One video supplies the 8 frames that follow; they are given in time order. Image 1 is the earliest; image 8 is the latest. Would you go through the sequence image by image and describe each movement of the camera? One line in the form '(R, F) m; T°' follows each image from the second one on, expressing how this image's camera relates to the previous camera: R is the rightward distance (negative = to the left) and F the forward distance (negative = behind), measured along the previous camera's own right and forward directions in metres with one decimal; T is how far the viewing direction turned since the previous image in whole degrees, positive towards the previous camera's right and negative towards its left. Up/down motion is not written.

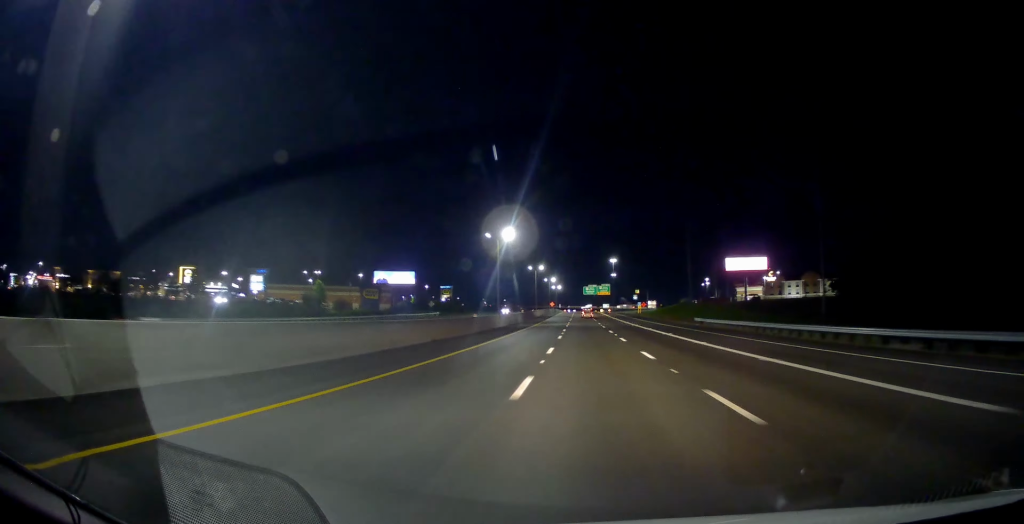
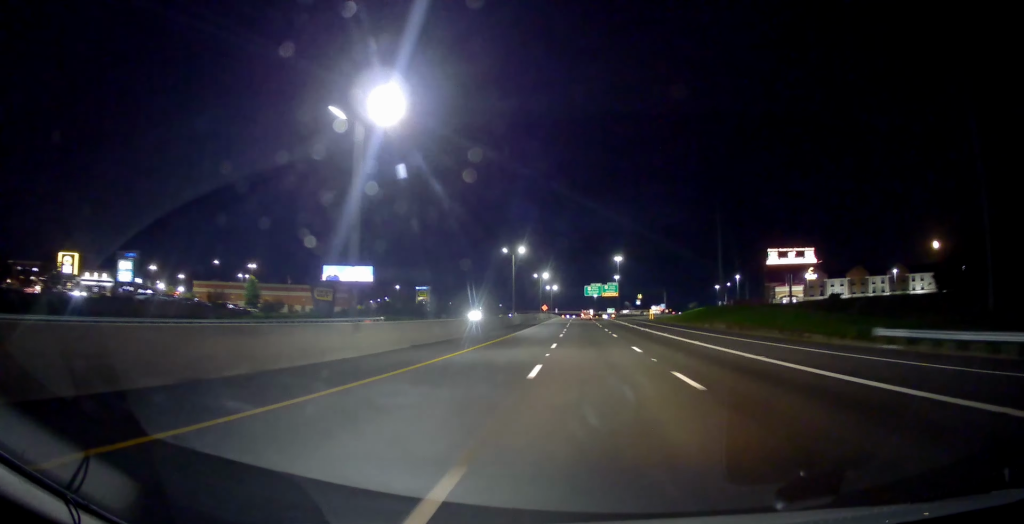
(+0.4, +44.7) m; 0°
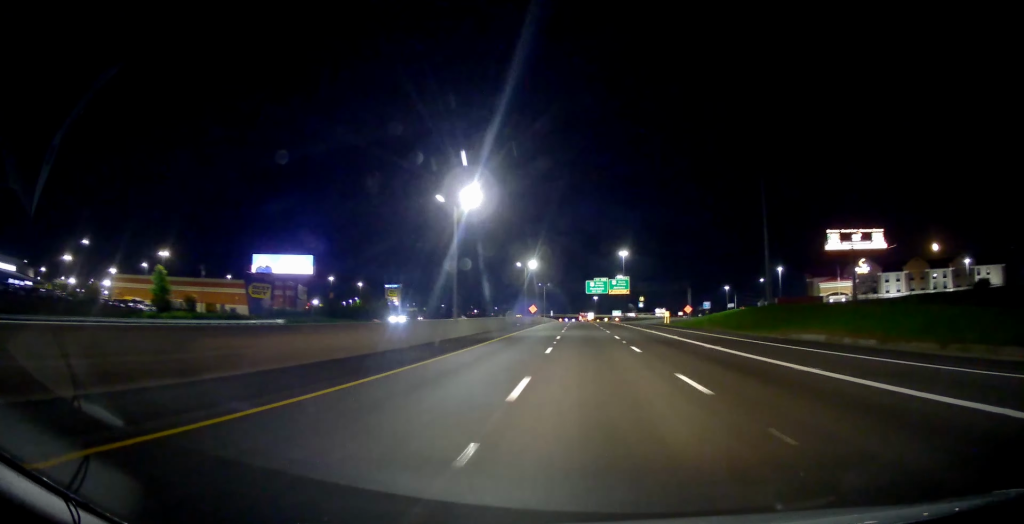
(-0.4, +40.3) m; 0°
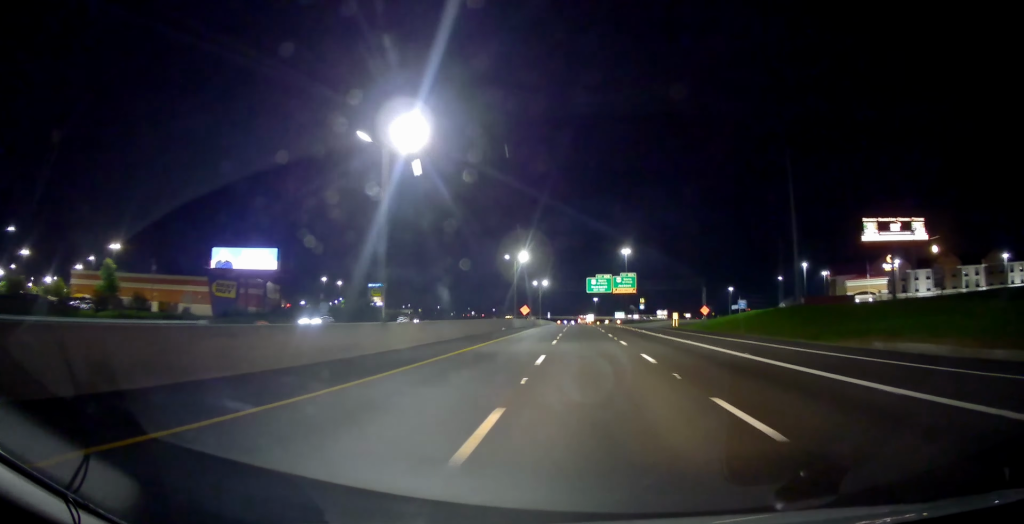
(+0.1, +16.9) m; 0°
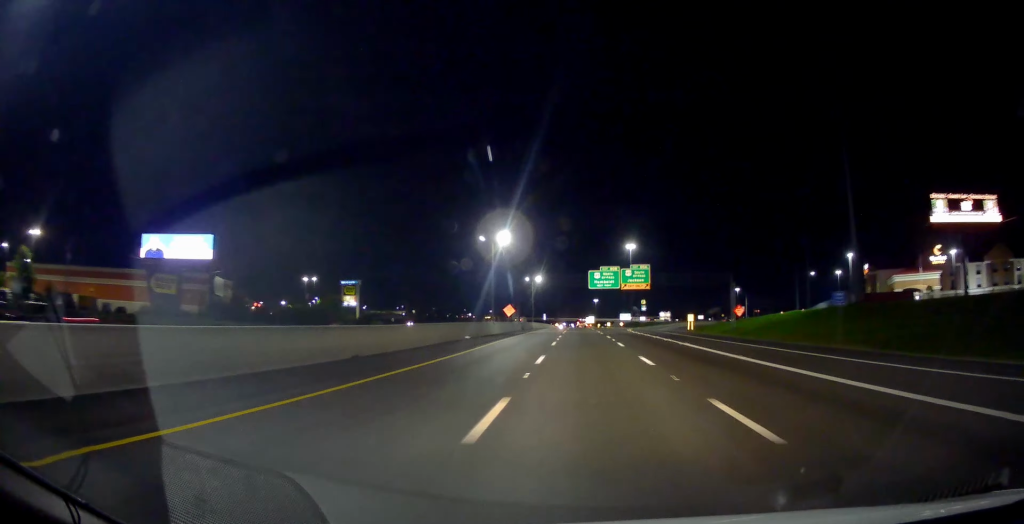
(+0.3, +23.1) m; 0°
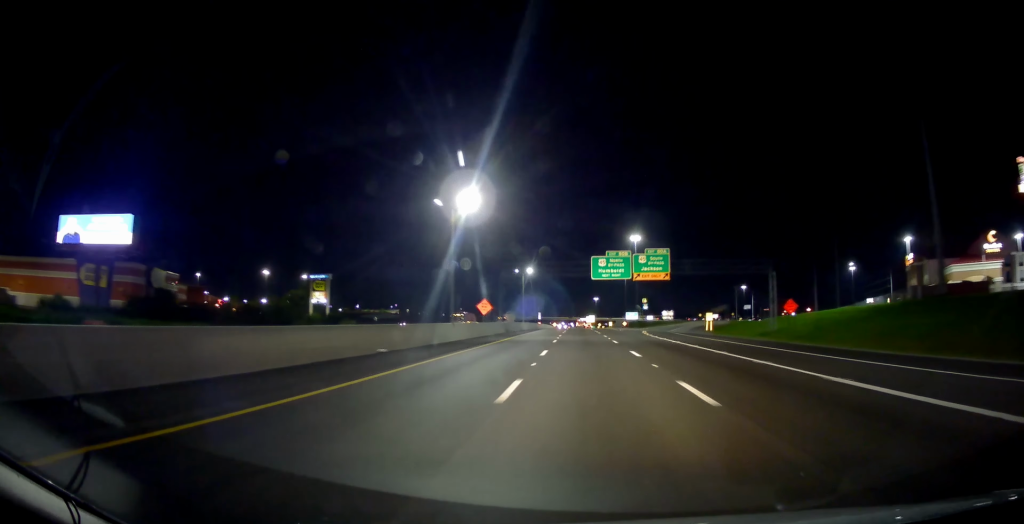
(-0.2, +21.0) m; 0°
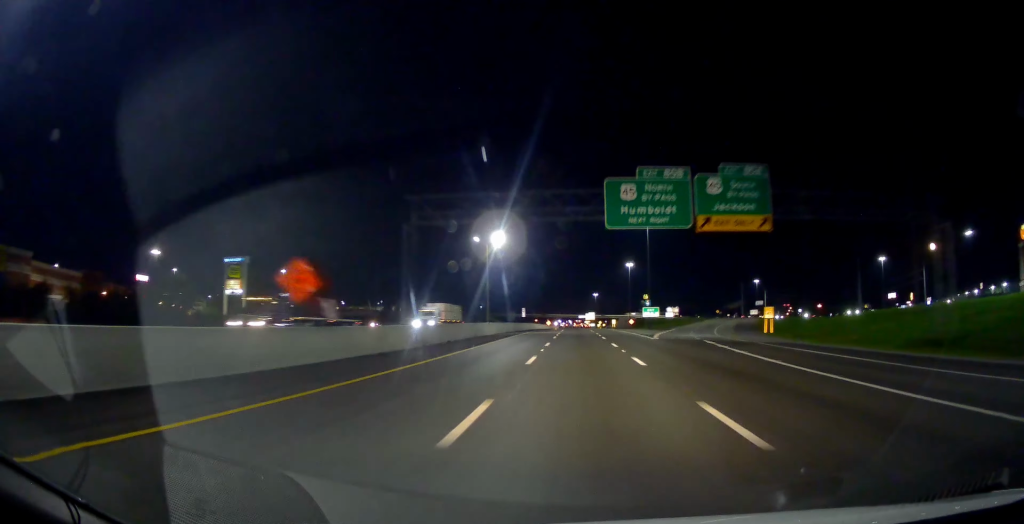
(+0.2, +40.0) m; +1°
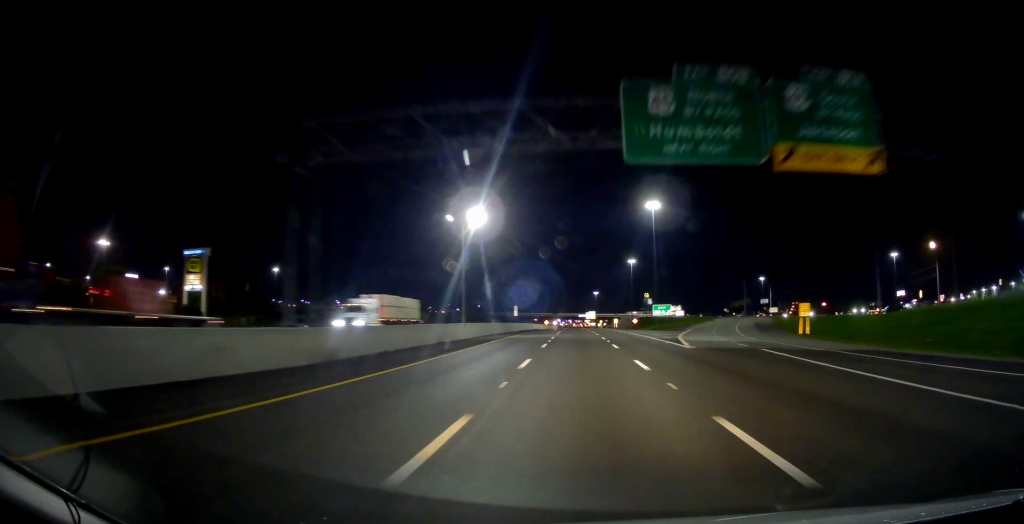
(0.0, +13.7) m; 0°
